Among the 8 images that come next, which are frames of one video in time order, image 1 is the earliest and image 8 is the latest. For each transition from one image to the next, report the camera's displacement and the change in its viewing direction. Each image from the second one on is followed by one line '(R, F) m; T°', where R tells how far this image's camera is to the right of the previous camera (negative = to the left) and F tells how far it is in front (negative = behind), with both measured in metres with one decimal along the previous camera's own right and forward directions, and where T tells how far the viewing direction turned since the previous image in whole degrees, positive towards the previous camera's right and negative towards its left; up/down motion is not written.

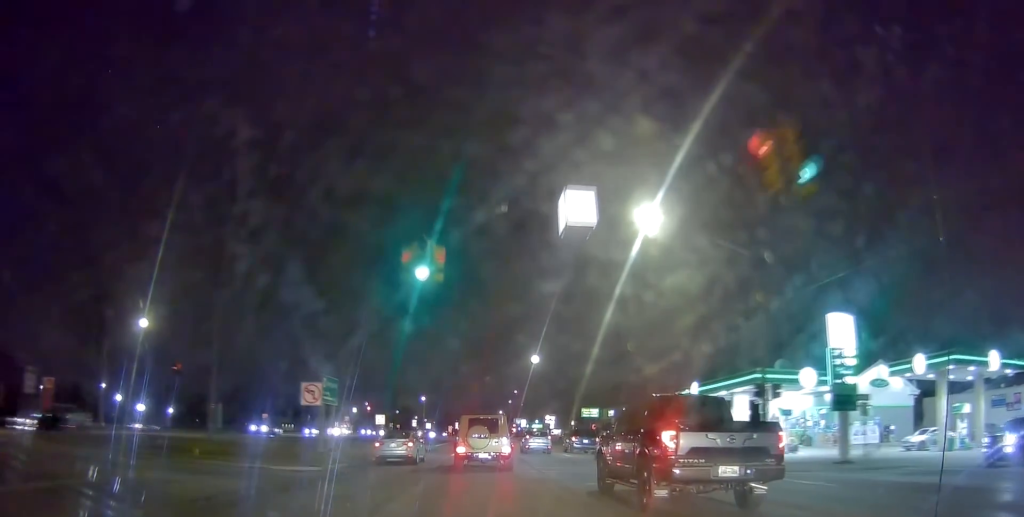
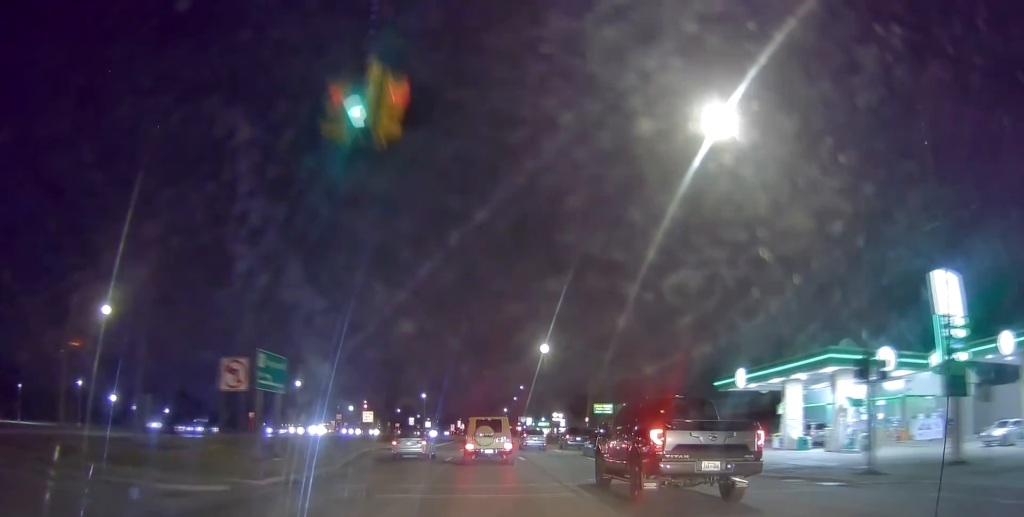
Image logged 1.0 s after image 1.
(0.0, +6.8) m; 0°
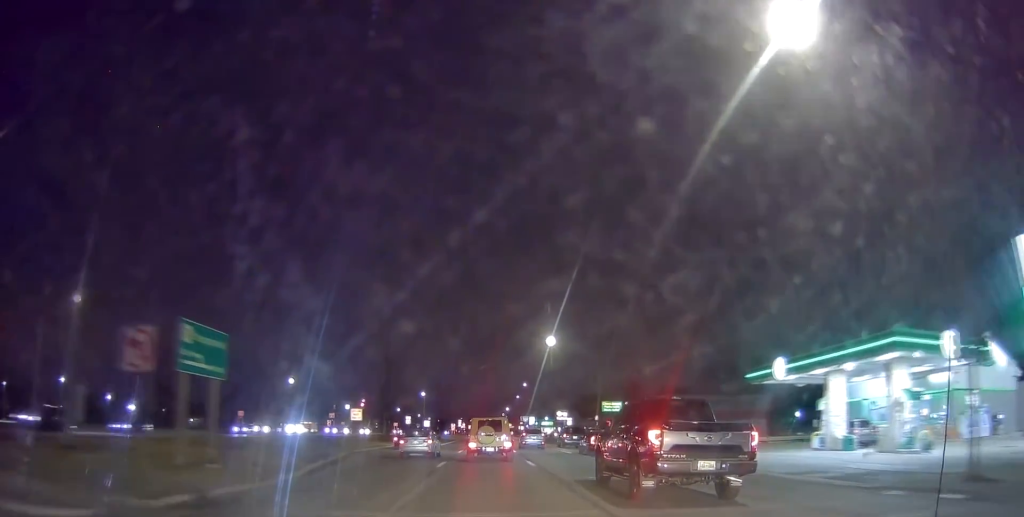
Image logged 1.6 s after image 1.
(0.0, +4.4) m; -3°
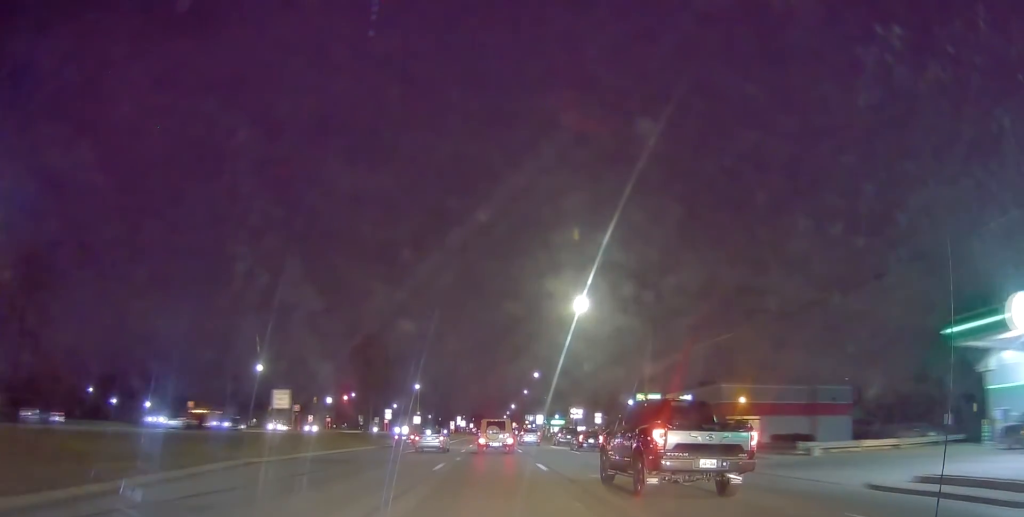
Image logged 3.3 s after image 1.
(-0.7, +15.6) m; 0°
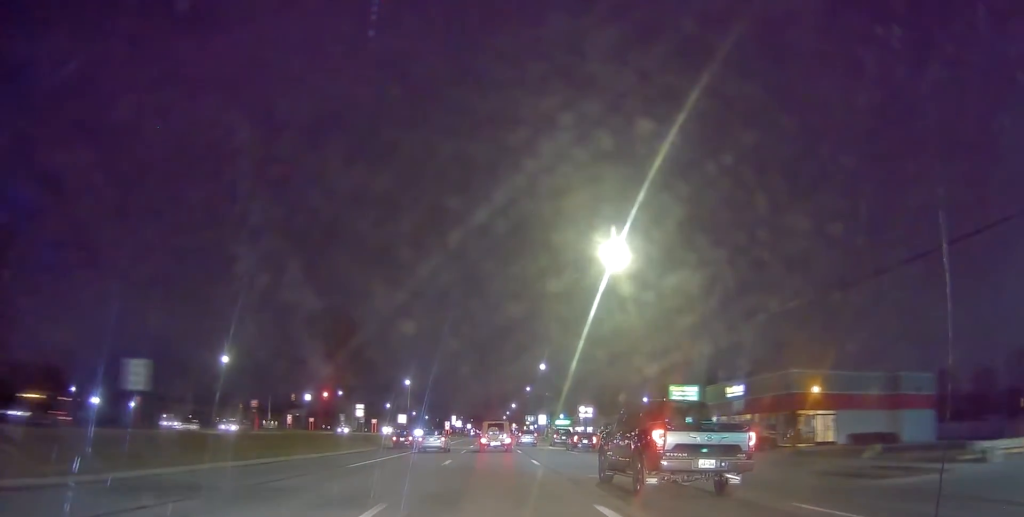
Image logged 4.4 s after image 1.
(+0.7, +11.6) m; +2°
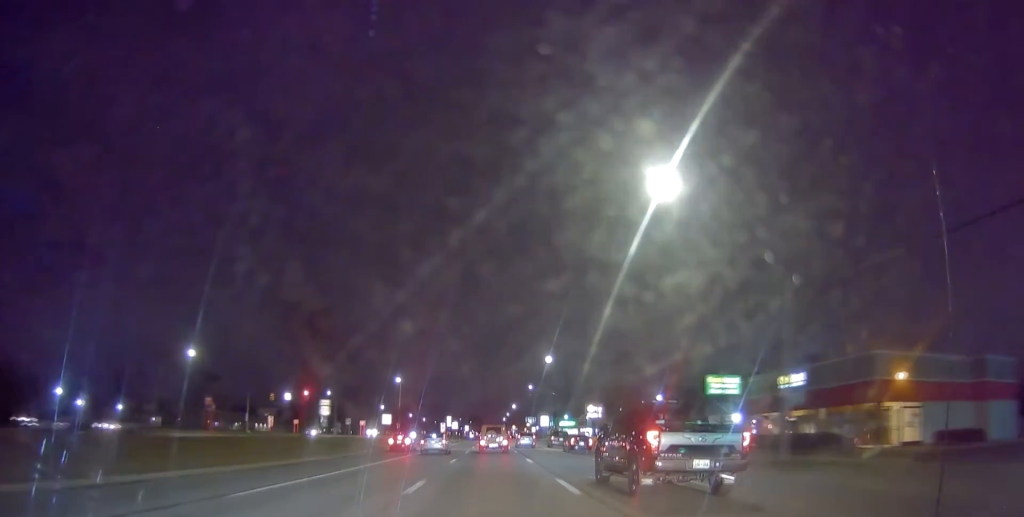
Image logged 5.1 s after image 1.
(0.0, +9.0) m; -1°
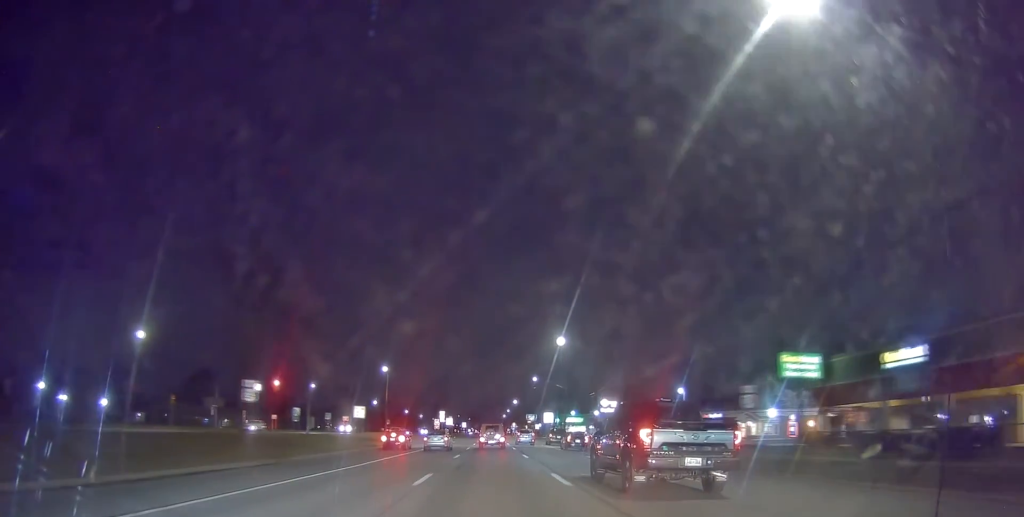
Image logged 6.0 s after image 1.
(-0.3, +11.3) m; 0°
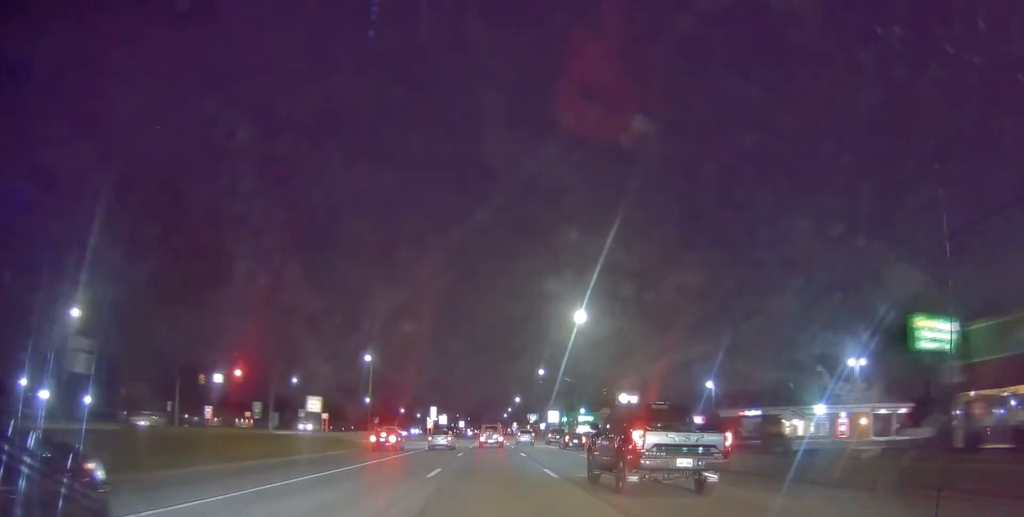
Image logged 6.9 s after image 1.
(+0.3, +11.8) m; +1°
